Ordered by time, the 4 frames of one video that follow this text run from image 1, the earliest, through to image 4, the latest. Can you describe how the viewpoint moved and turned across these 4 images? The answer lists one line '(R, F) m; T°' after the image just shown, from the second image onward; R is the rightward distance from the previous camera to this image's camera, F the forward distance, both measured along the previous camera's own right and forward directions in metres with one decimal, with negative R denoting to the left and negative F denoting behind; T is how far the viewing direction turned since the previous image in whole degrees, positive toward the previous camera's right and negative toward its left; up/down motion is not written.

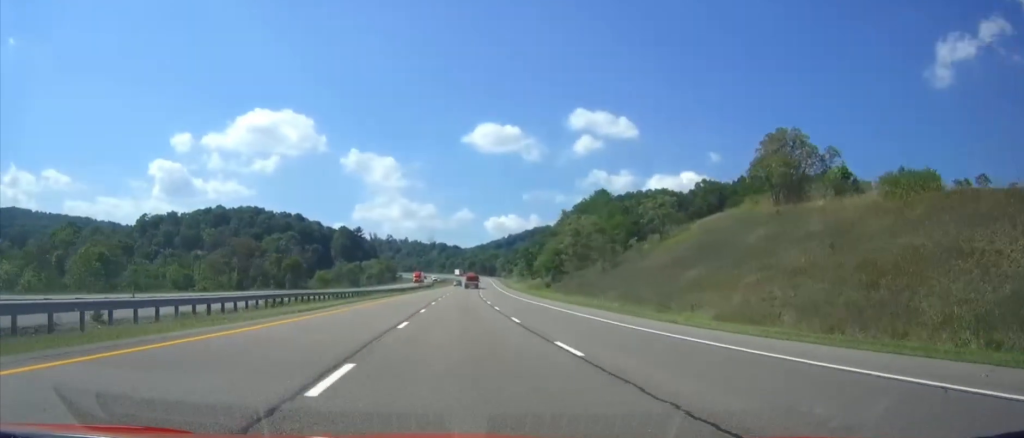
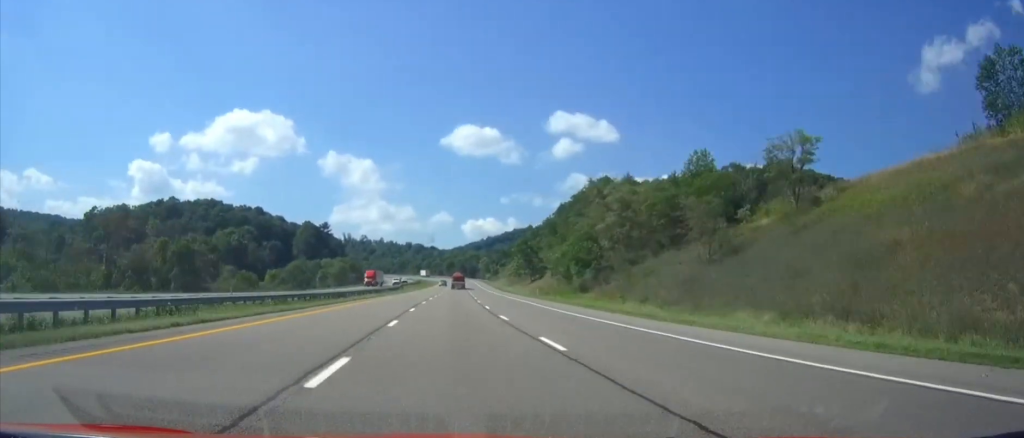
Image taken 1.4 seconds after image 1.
(0.0, +48.1) m; 0°
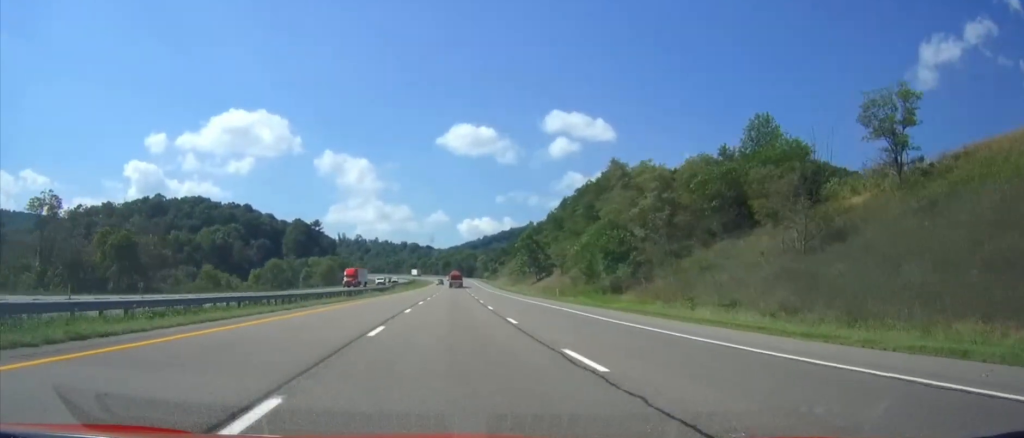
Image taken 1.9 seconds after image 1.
(0.0, +16.1) m; 0°
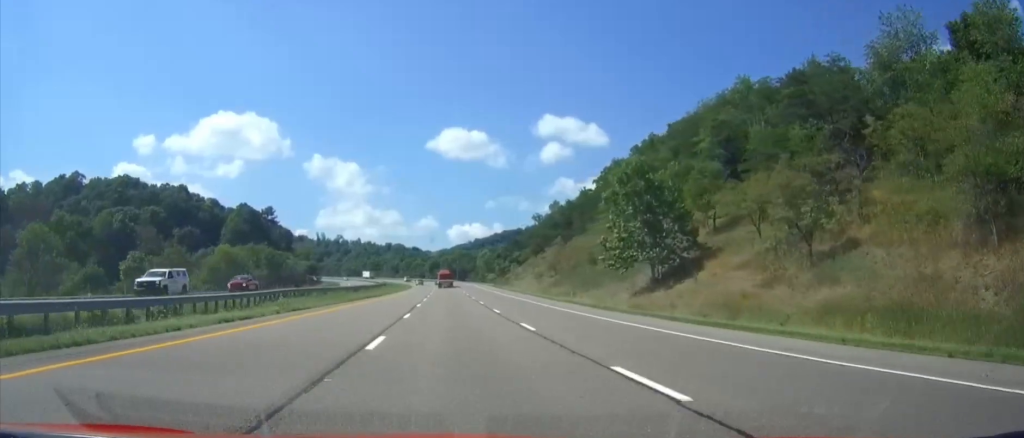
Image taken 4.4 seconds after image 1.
(+4.9, +88.6) m; +6°
